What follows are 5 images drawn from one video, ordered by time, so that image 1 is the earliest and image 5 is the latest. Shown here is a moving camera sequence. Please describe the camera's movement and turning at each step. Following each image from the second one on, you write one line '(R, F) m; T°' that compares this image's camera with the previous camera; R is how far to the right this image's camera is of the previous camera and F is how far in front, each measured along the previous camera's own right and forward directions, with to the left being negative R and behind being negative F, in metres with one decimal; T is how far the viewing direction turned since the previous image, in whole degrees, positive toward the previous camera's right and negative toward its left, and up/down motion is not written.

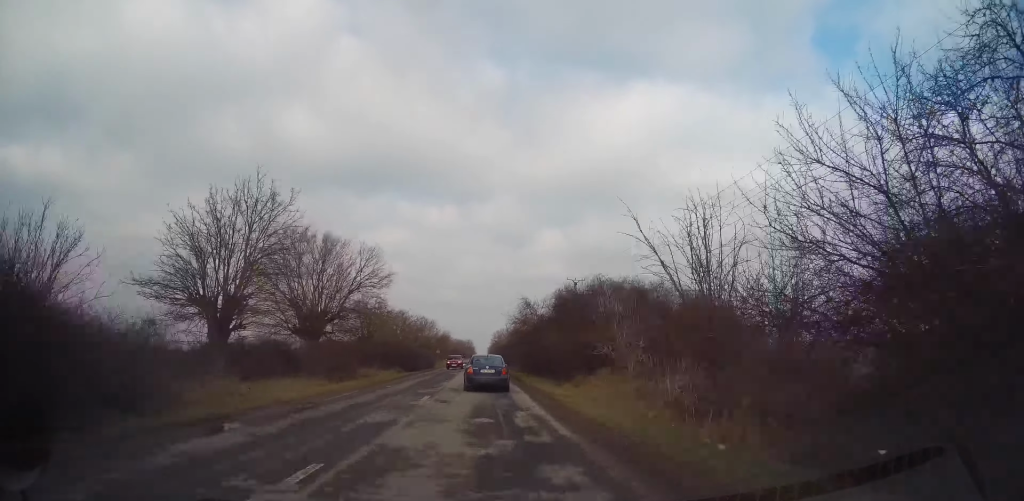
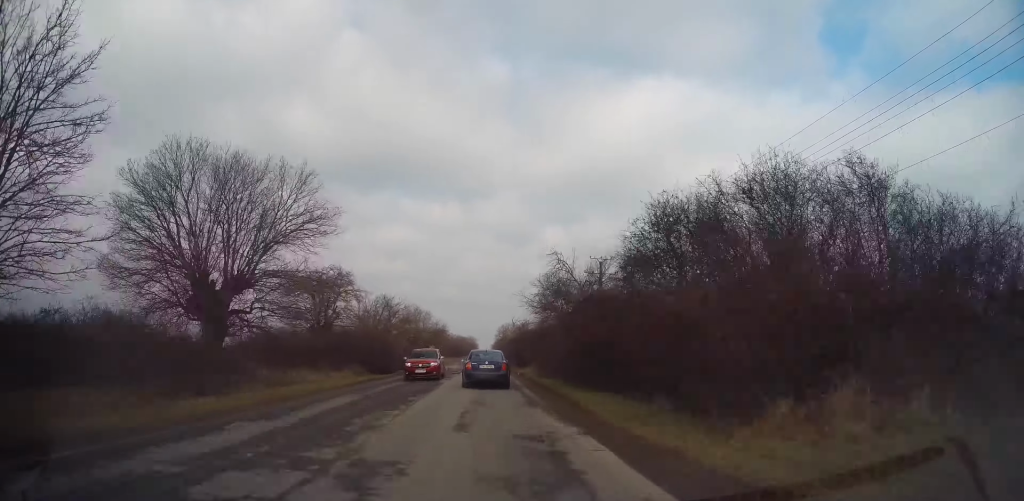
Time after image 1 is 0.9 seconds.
(-0.1, +16.1) m; 0°
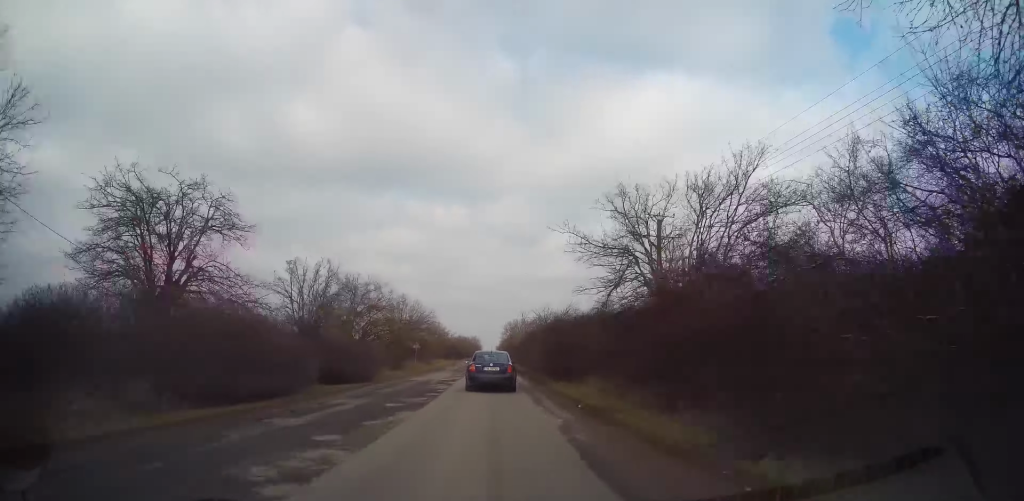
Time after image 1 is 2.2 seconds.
(+0.3, +21.1) m; +1°
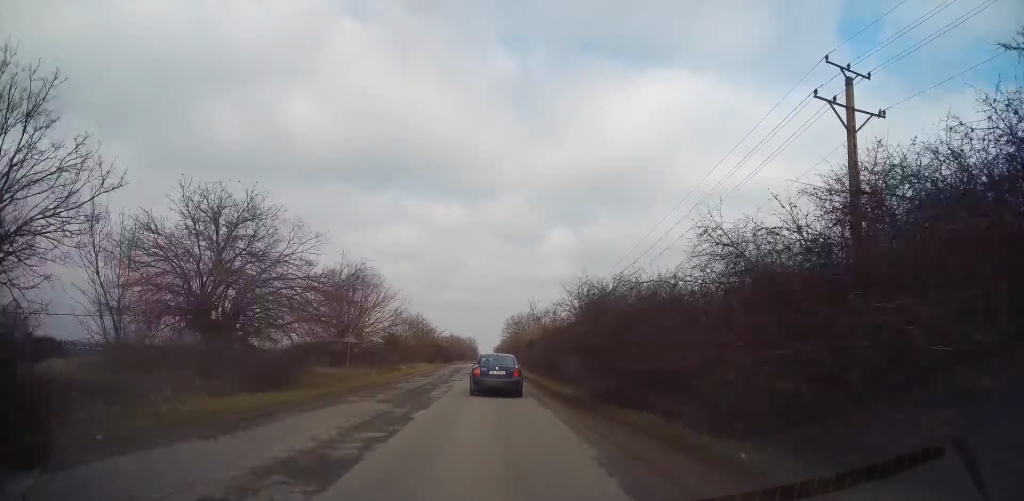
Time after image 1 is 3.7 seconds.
(+0.3, +25.7) m; -1°
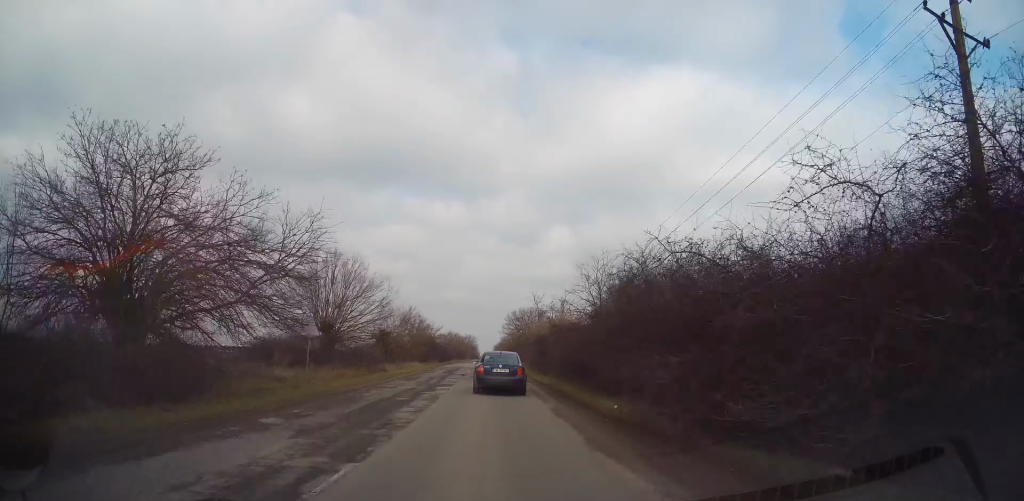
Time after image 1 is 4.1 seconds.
(-0.2, +6.6) m; 0°
